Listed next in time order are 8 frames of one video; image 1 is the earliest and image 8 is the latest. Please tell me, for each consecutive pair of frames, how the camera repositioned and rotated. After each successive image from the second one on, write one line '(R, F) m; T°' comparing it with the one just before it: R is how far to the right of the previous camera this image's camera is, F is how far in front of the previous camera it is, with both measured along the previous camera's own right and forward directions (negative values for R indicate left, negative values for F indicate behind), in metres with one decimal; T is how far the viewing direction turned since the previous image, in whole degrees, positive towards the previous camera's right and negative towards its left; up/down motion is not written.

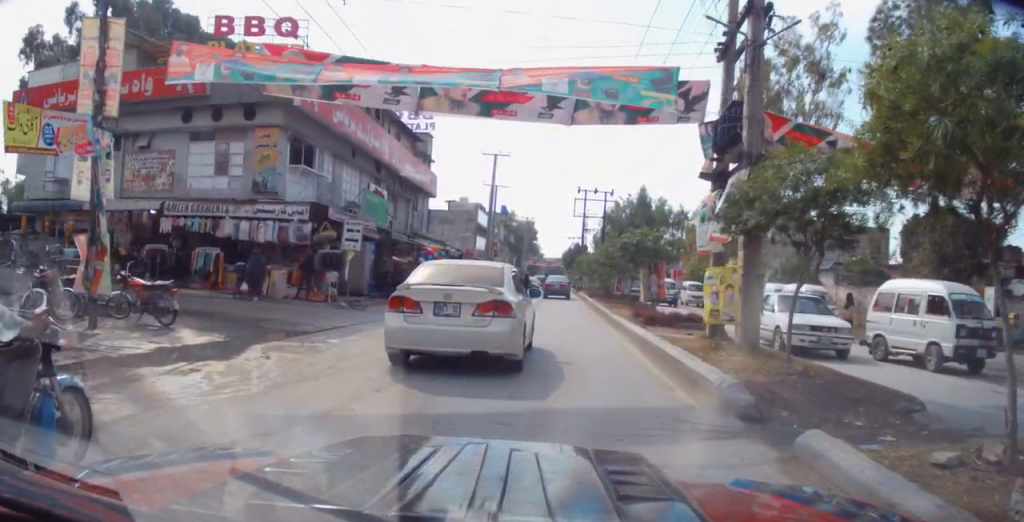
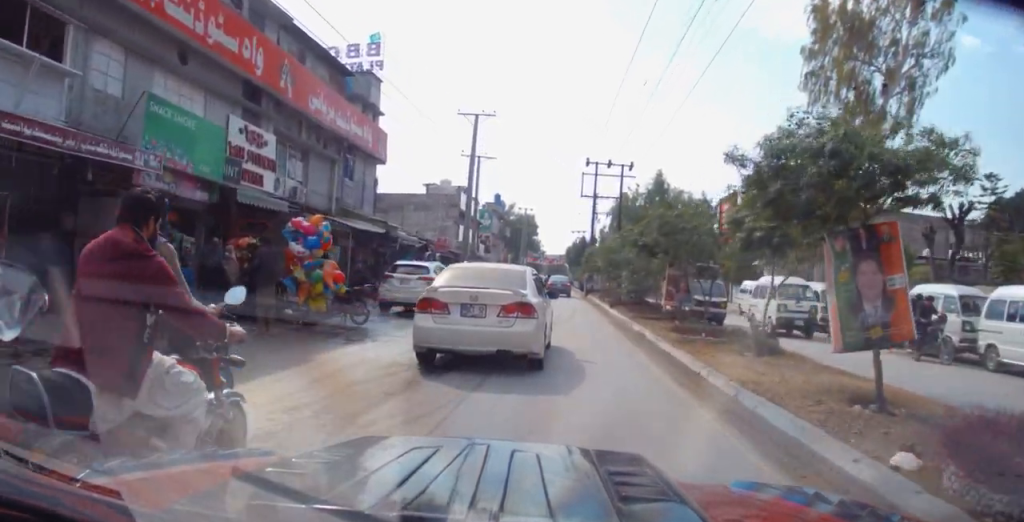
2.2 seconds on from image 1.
(-0.4, +13.8) m; -2°
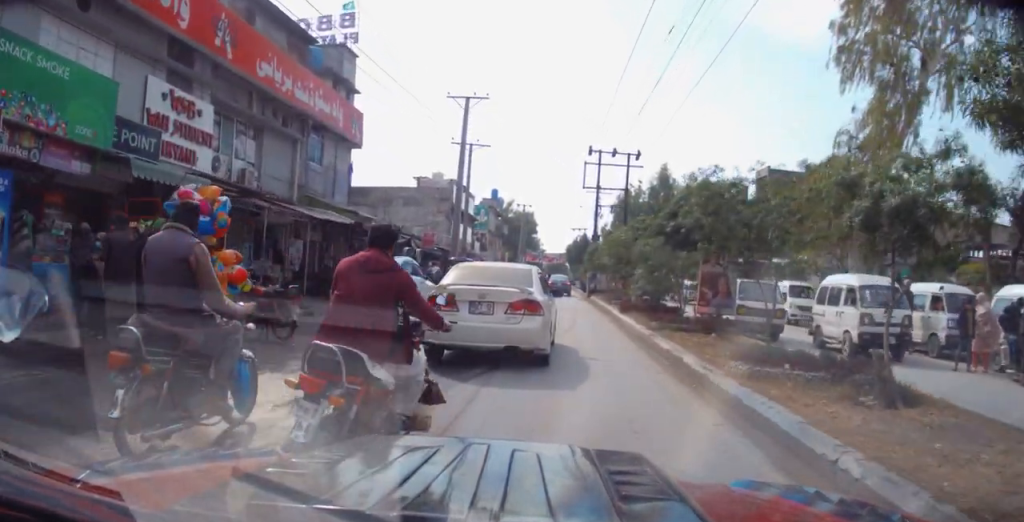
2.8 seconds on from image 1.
(0.0, +4.1) m; -1°
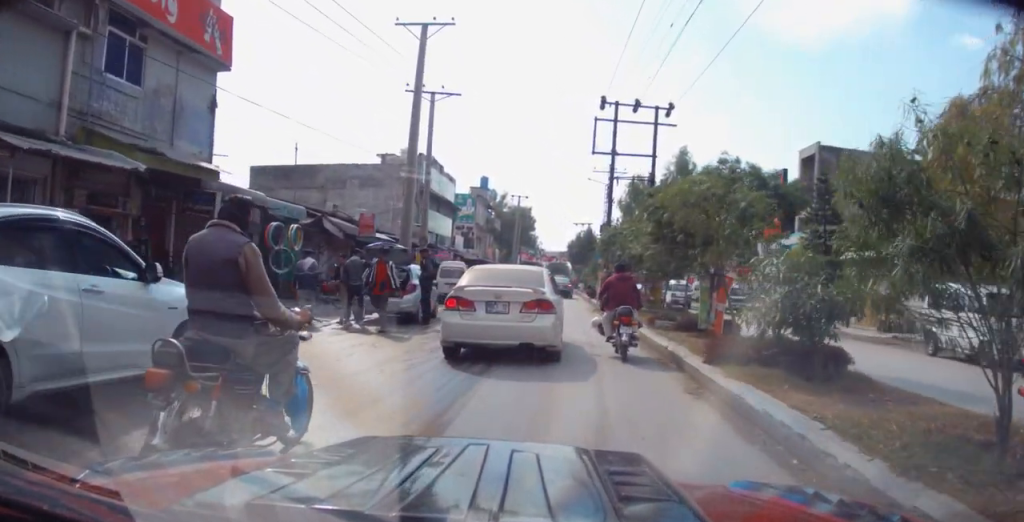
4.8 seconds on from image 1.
(-0.2, +11.6) m; +4°
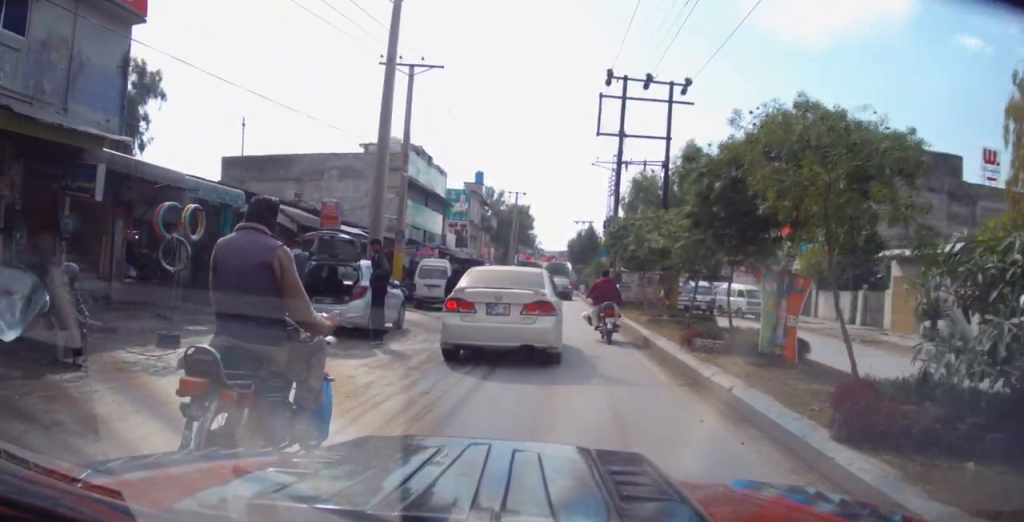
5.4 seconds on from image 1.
(+0.7, +4.1) m; +4°
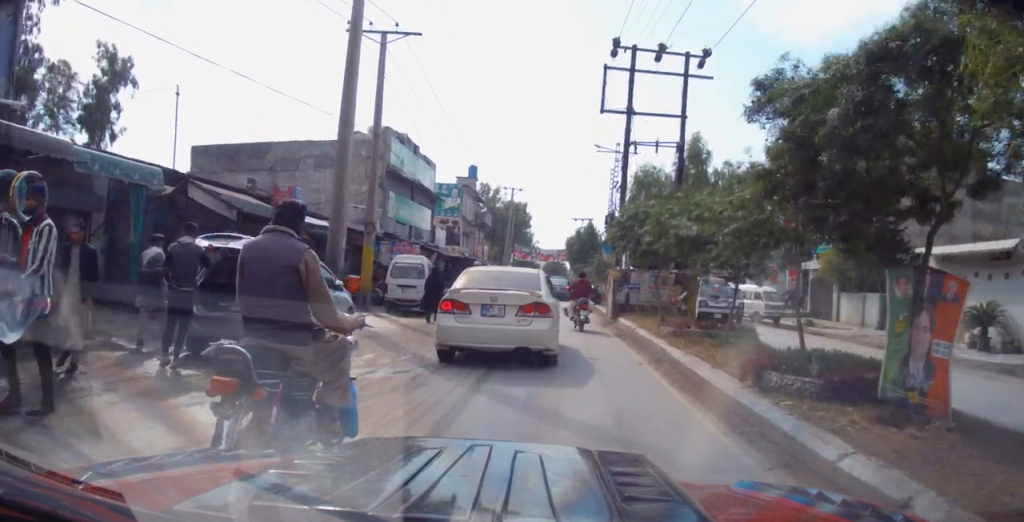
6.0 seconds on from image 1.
(-0.2, +3.6) m; -1°
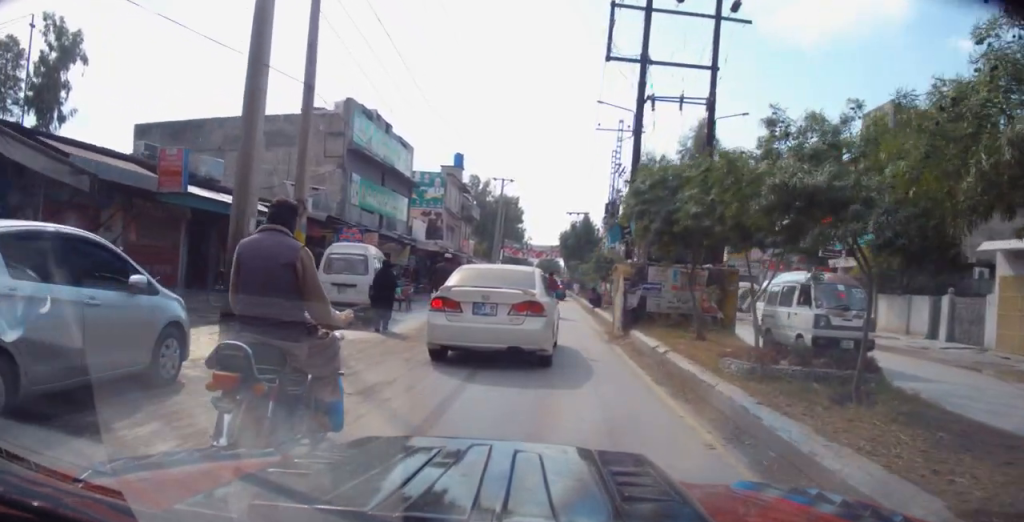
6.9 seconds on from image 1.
(-0.2, +5.4) m; -1°
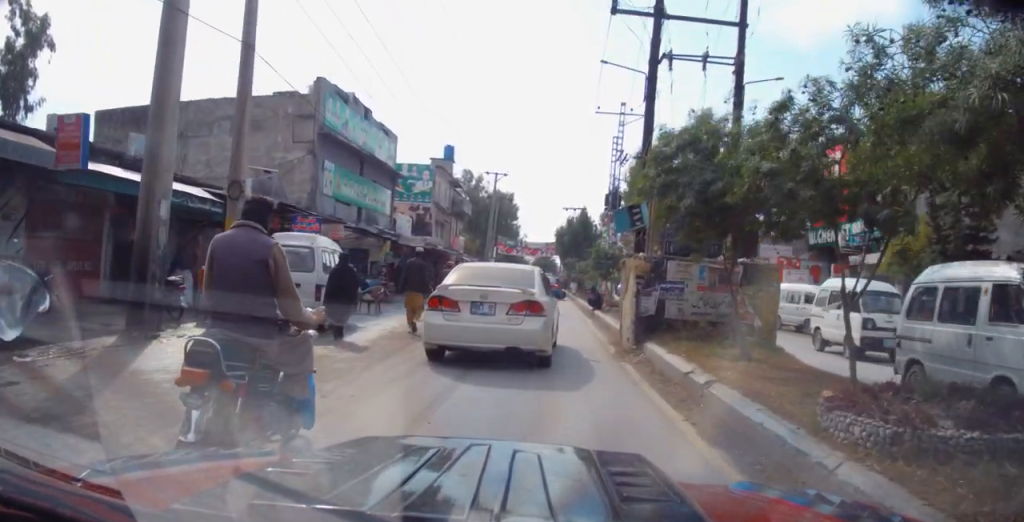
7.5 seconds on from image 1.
(0.0, +3.1) m; +2°
